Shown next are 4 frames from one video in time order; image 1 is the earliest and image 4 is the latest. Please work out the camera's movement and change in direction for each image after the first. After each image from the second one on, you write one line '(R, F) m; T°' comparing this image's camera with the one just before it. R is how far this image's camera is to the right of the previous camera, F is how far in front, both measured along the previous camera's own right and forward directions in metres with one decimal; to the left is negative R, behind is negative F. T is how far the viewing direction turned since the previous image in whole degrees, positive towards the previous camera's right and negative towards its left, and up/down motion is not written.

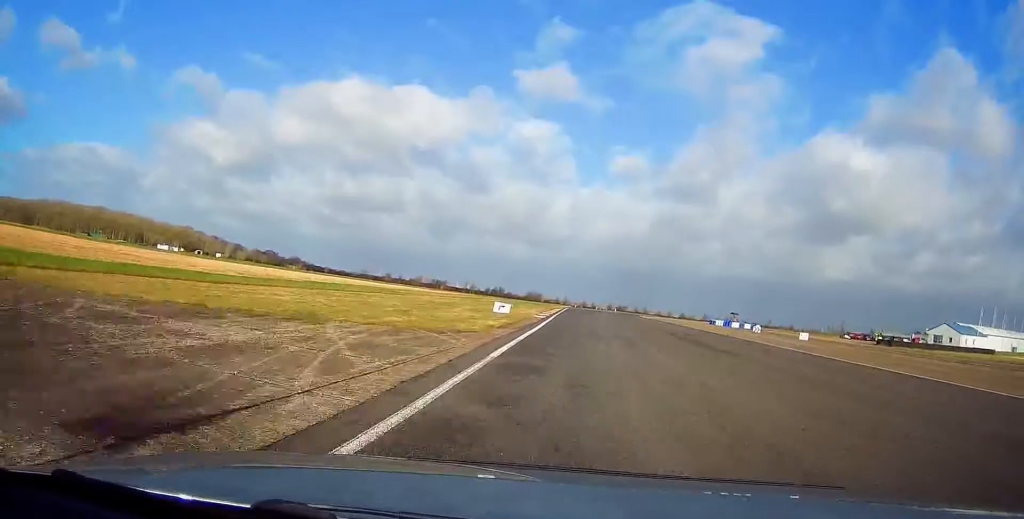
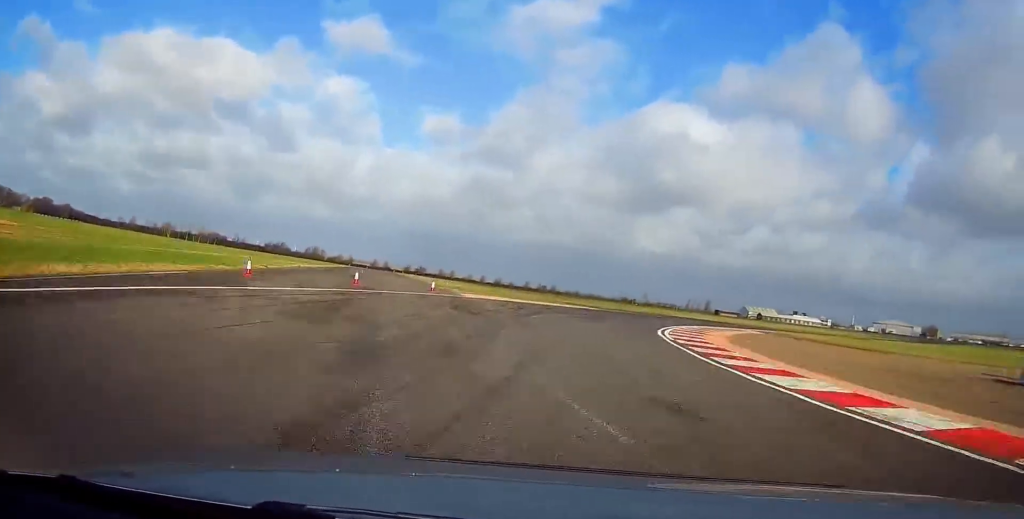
(+7.3, +103.3) m; +19°
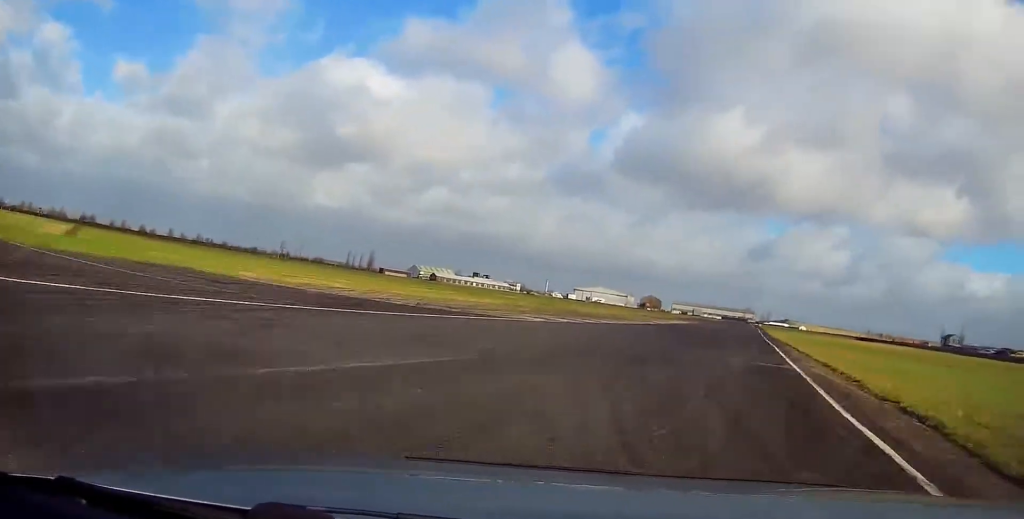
(+15.4, +58.6) m; +28°
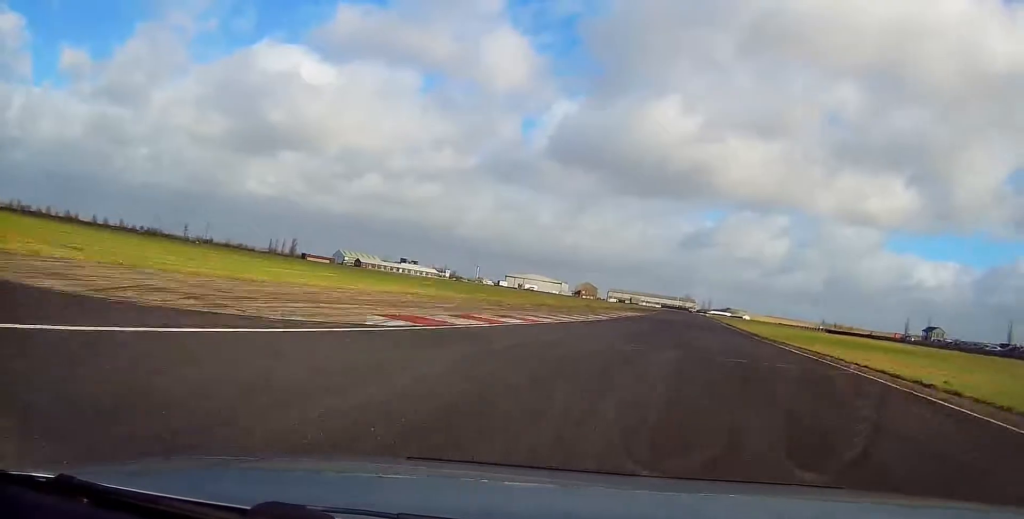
(+0.4, +17.7) m; +7°
